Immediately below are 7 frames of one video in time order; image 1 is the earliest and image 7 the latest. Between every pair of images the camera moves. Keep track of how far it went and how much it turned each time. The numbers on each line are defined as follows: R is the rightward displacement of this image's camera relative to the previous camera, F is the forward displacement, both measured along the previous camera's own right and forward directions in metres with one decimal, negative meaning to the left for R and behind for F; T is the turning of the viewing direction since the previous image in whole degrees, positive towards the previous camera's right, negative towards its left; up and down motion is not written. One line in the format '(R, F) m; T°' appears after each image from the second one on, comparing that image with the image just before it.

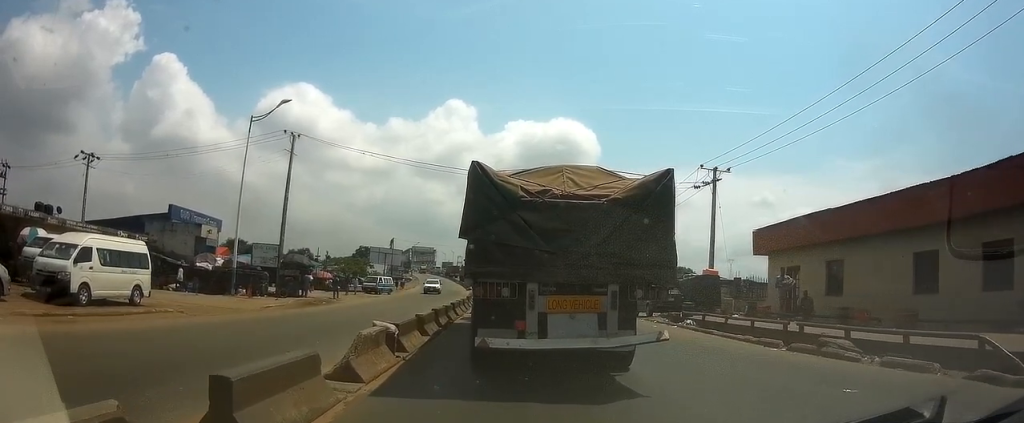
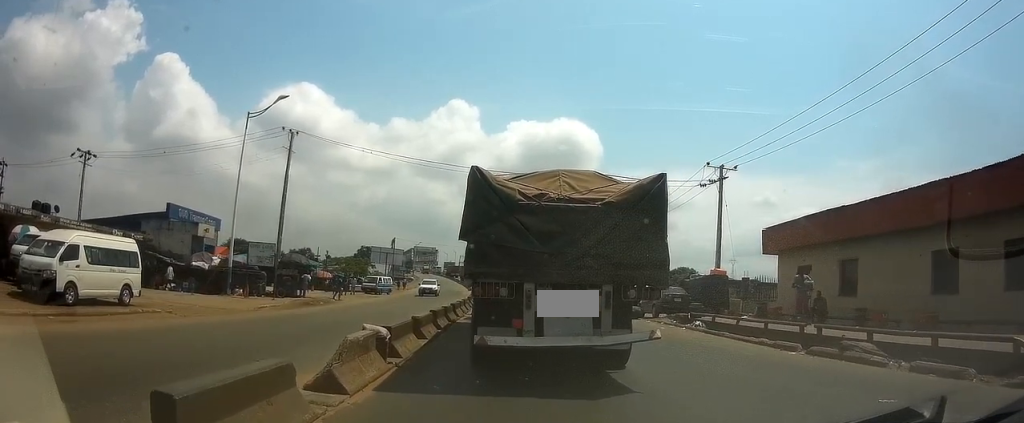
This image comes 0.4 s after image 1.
(0.0, +0.8) m; 0°
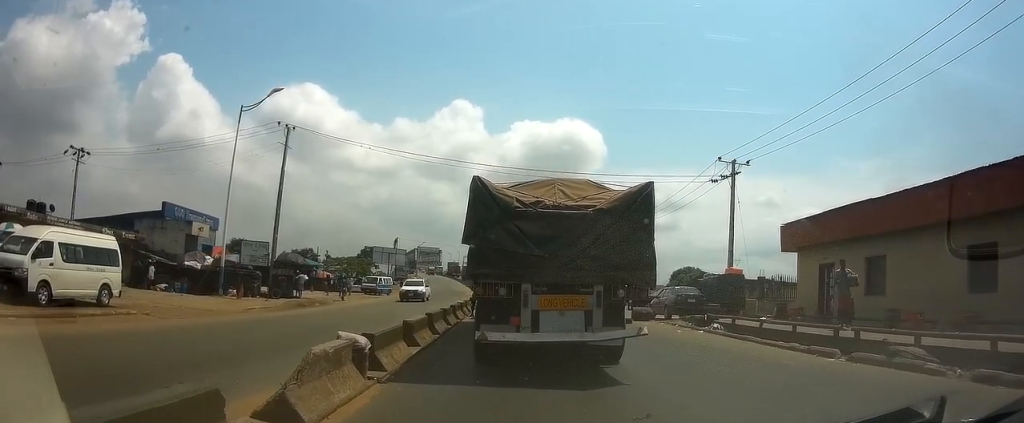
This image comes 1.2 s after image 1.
(0.0, +1.5) m; -1°
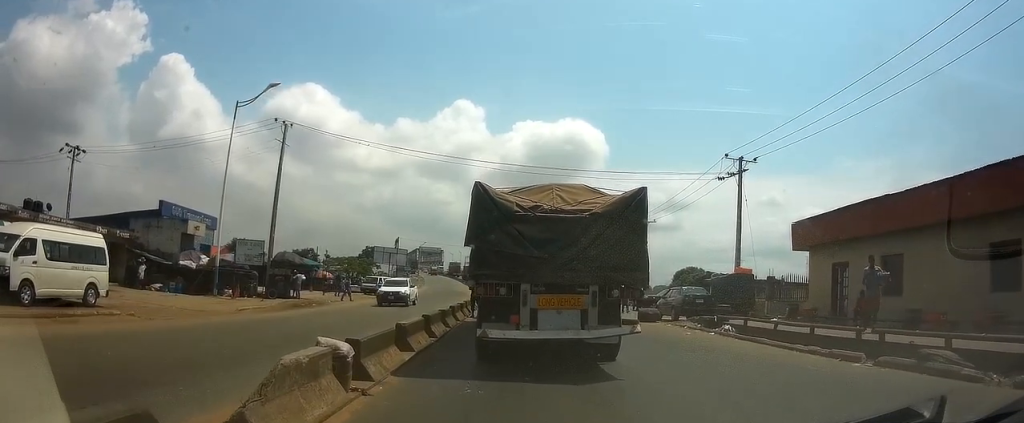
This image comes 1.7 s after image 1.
(0.0, +1.0) m; +1°
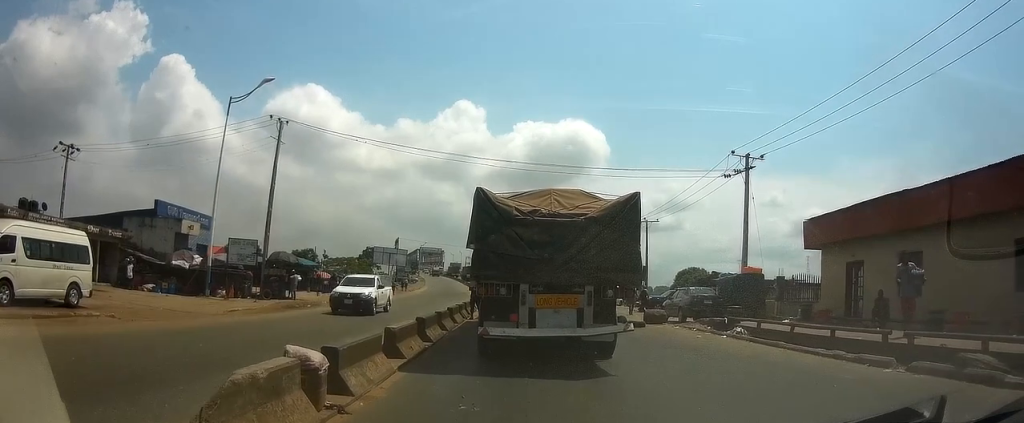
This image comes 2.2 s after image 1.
(0.0, +1.0) m; 0°
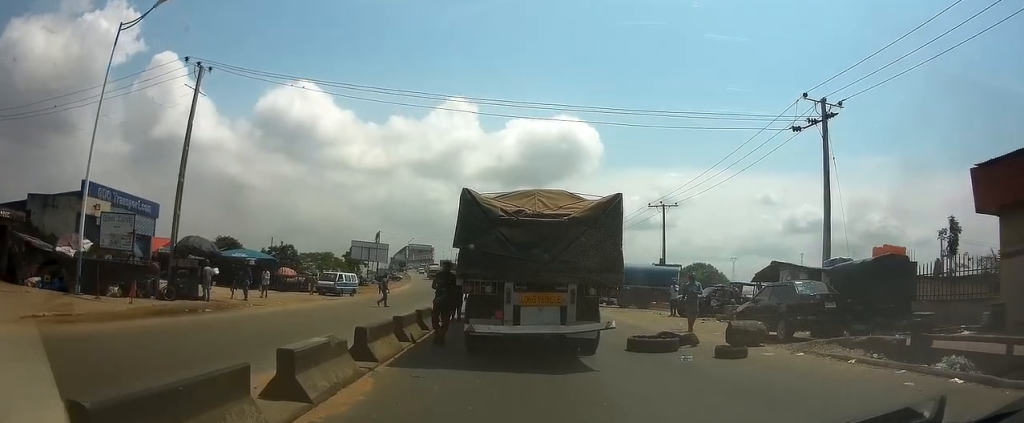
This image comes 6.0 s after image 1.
(0.0, +9.8) m; +1°
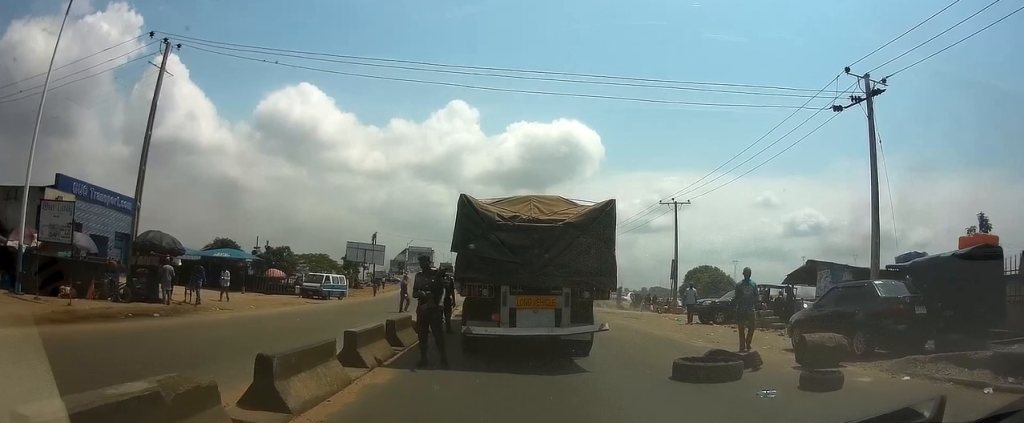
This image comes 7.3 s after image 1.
(-0.1, +3.4) m; -3°
